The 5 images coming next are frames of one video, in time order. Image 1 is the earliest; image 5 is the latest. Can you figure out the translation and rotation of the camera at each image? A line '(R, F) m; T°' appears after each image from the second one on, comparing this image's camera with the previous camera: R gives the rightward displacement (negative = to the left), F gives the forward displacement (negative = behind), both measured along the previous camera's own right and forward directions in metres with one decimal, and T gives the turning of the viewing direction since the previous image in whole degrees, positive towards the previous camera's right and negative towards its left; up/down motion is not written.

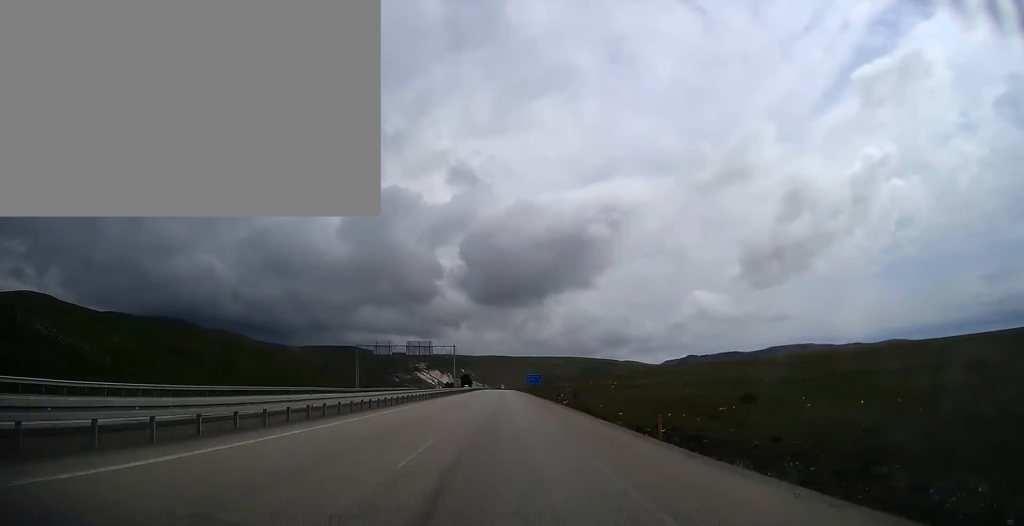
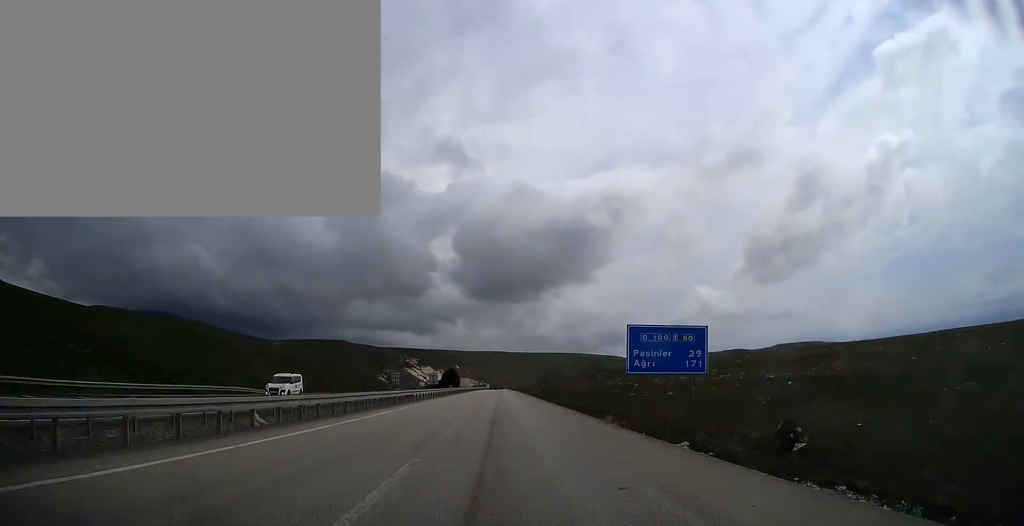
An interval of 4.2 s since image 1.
(-0.3, +107.0) m; 0°
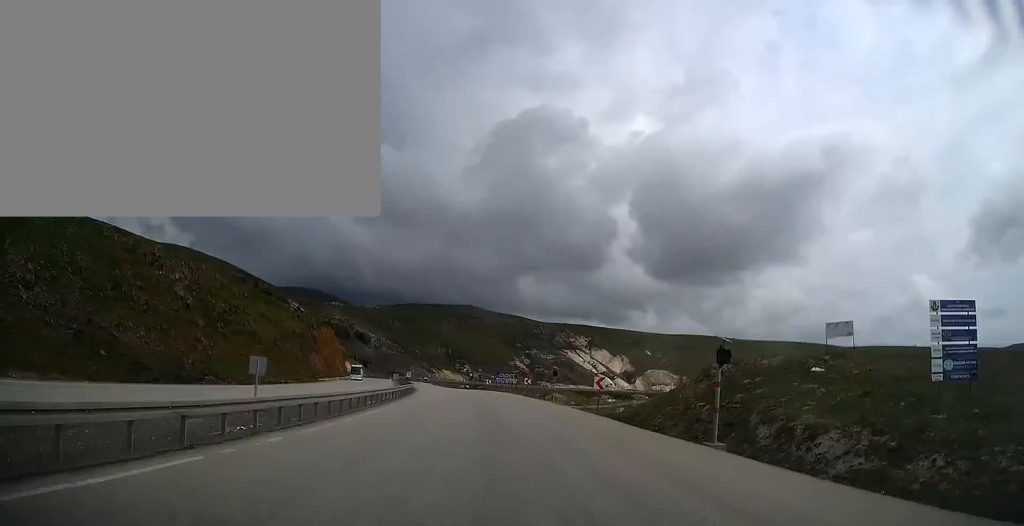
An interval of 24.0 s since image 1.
(-45.6, +487.7) m; -21°
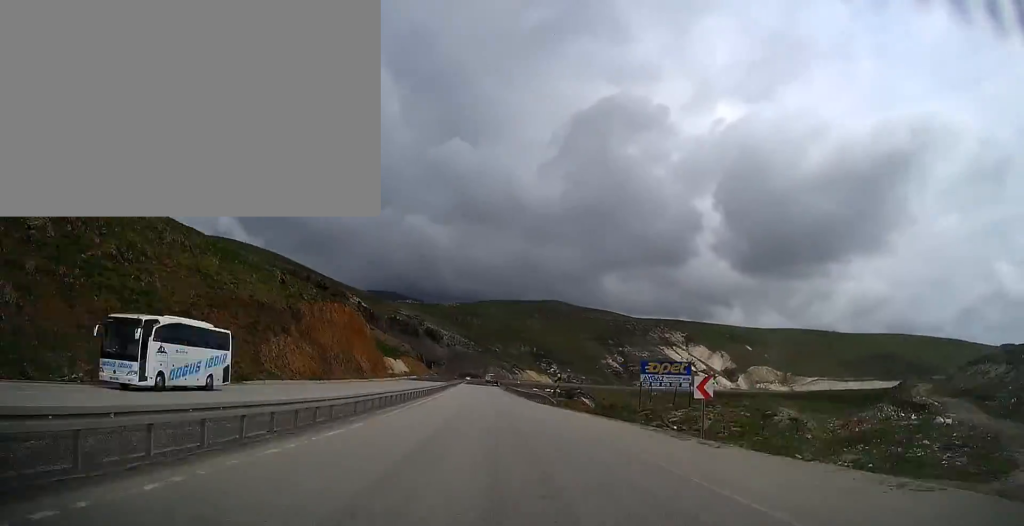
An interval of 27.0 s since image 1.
(-7.0, +73.4) m; -4°
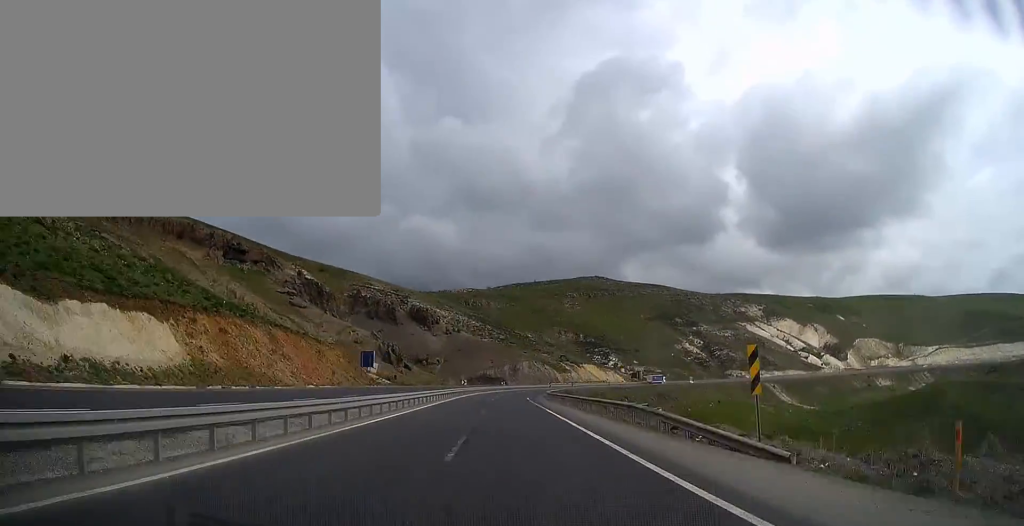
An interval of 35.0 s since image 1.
(-10.2, +196.2) m; +2°
